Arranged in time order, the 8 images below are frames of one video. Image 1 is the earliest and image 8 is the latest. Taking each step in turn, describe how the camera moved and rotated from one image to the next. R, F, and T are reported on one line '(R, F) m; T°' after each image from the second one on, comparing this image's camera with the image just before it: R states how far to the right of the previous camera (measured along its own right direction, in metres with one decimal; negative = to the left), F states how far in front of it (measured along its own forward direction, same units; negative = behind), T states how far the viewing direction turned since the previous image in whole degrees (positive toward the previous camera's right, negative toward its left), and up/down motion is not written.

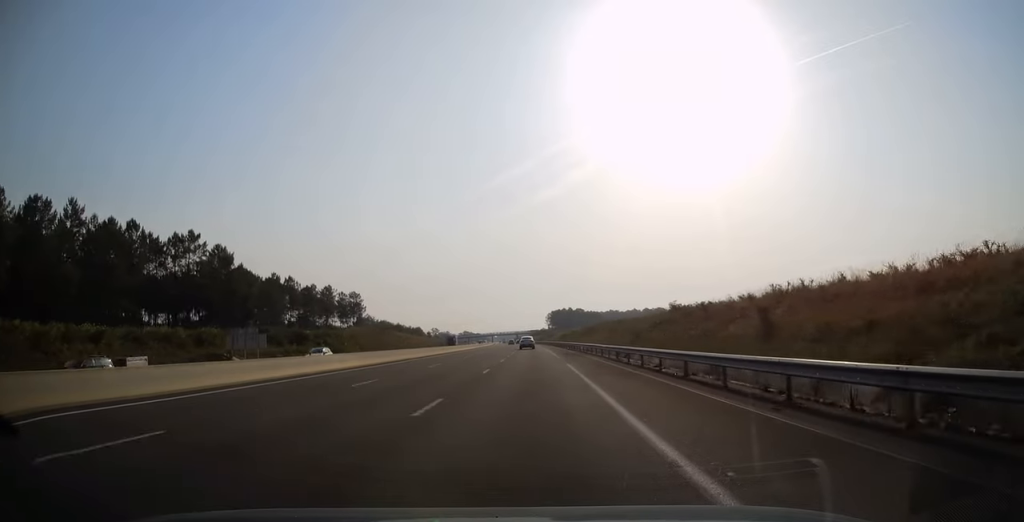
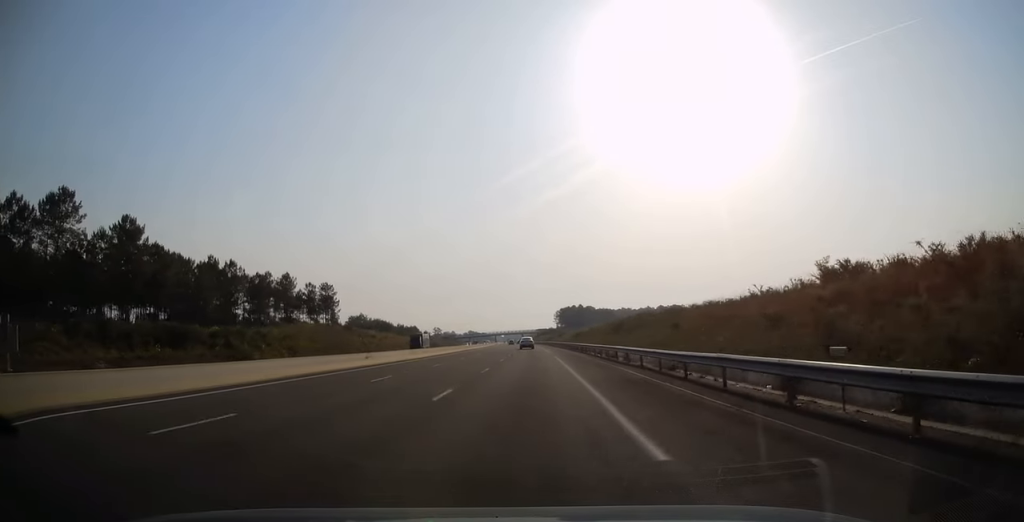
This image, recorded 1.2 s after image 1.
(-0.5, +36.3) m; -1°
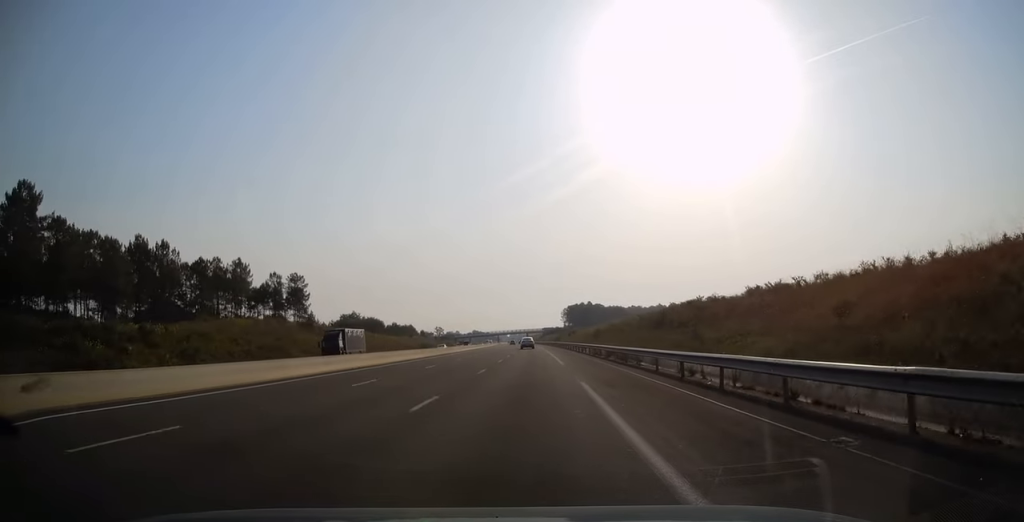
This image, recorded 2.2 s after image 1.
(0.0, +28.0) m; 0°
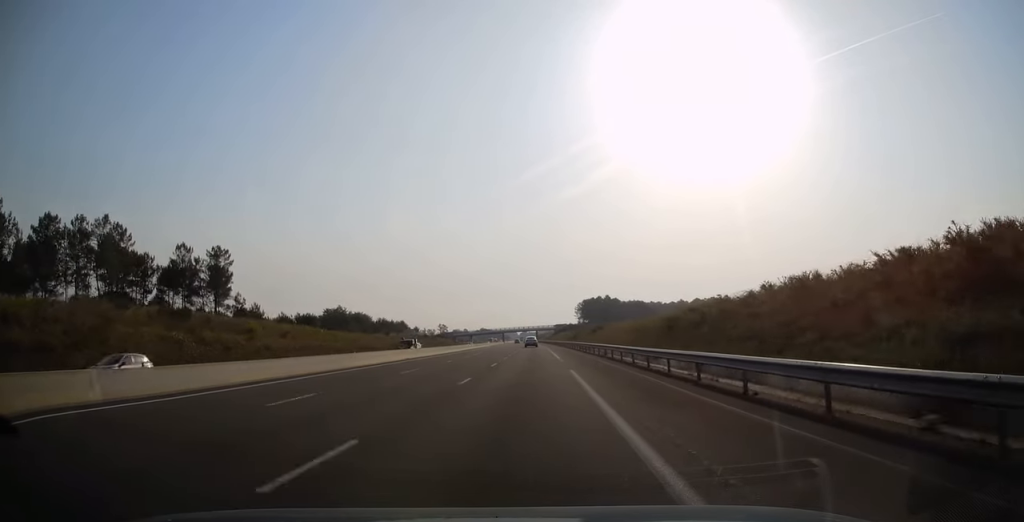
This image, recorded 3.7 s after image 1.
(0.0, +45.7) m; -1°
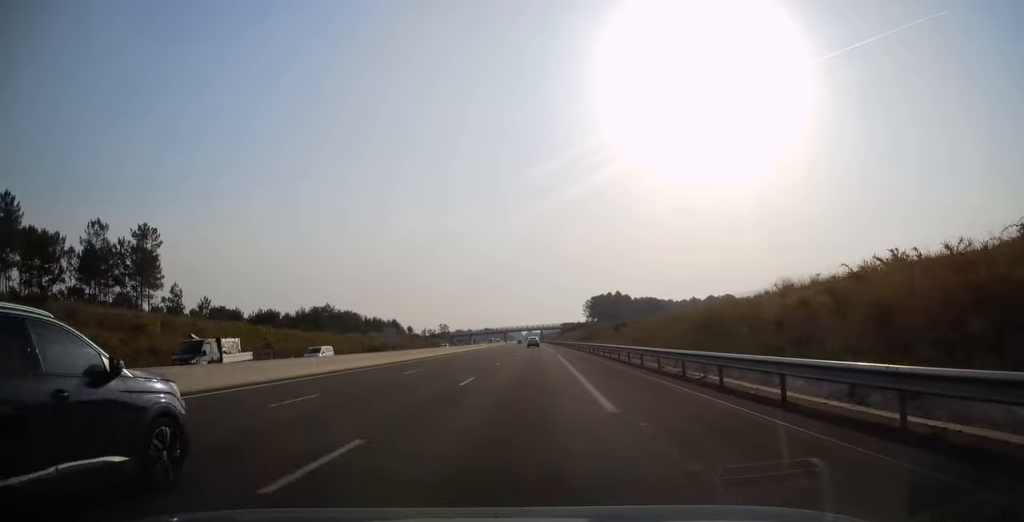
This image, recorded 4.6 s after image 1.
(-0.2, +26.0) m; -1°
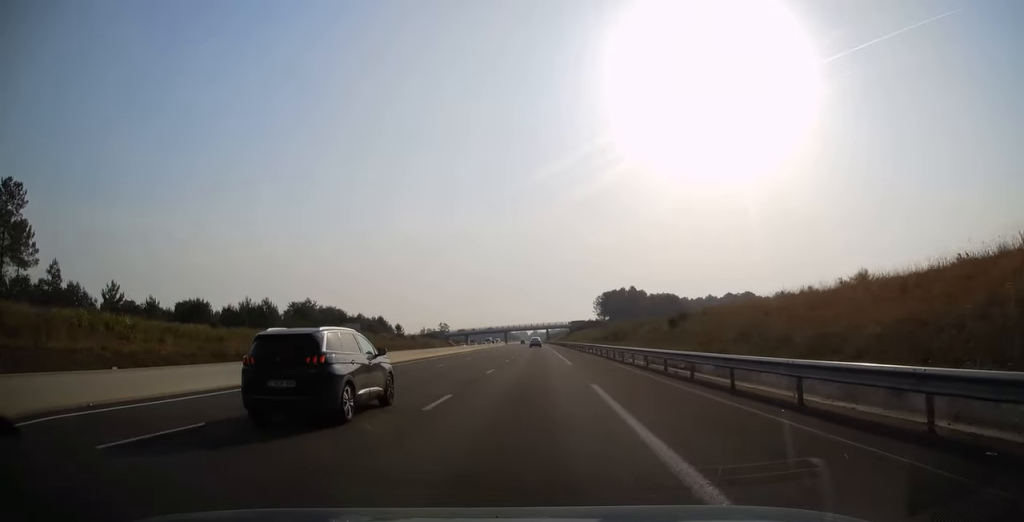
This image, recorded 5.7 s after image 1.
(-0.5, +32.4) m; -1°
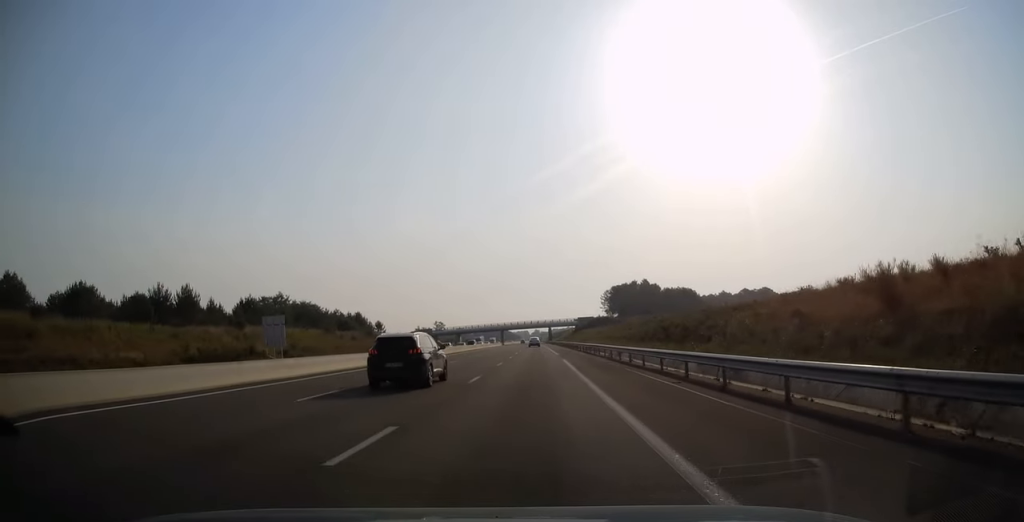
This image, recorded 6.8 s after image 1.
(+0.1, +31.4) m; 0°
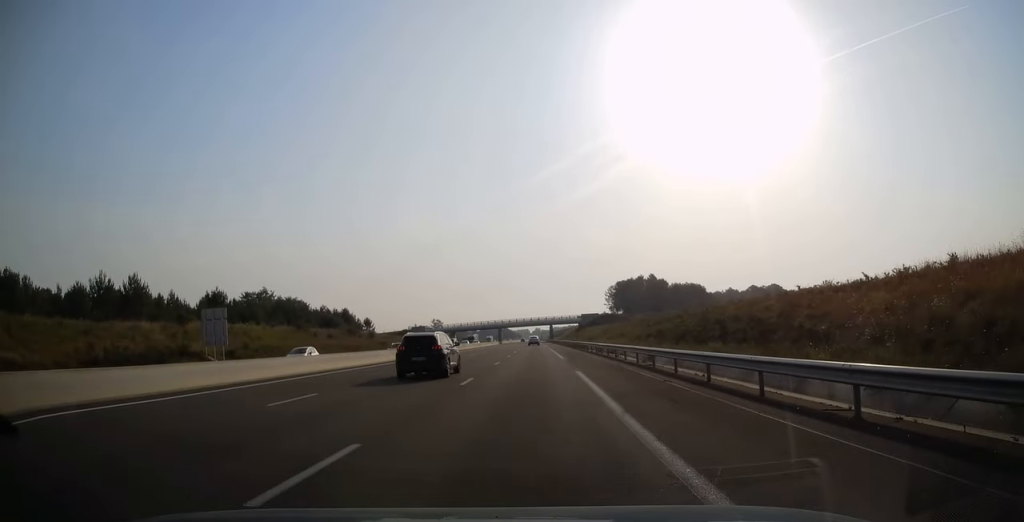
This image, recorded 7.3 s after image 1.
(+0.1, +14.7) m; 0°
